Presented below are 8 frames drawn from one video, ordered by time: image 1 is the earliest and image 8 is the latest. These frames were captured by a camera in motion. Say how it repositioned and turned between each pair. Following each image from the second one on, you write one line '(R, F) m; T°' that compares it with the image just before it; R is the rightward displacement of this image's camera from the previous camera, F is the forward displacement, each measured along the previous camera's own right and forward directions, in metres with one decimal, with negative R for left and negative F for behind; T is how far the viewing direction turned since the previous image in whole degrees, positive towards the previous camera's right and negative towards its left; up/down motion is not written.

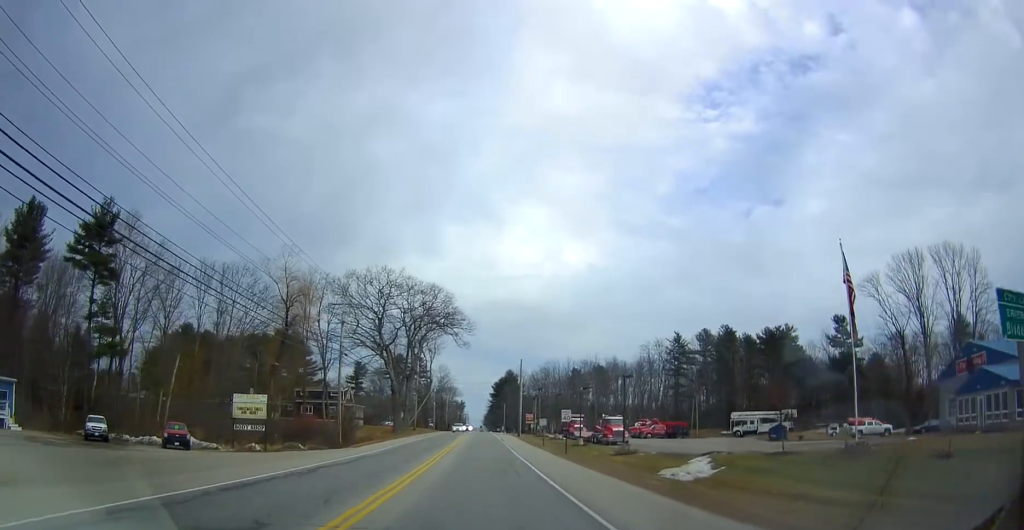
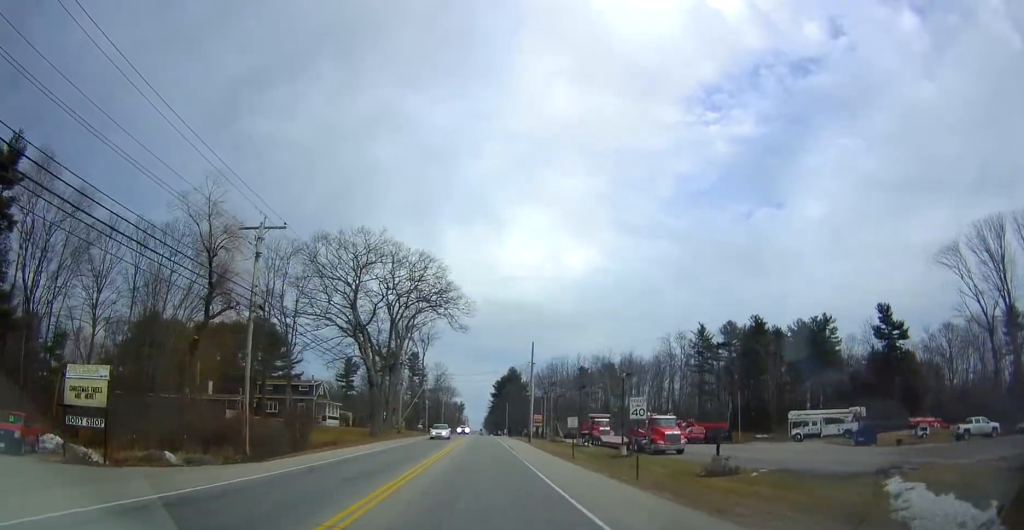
(+0.4, +18.0) m; -1°
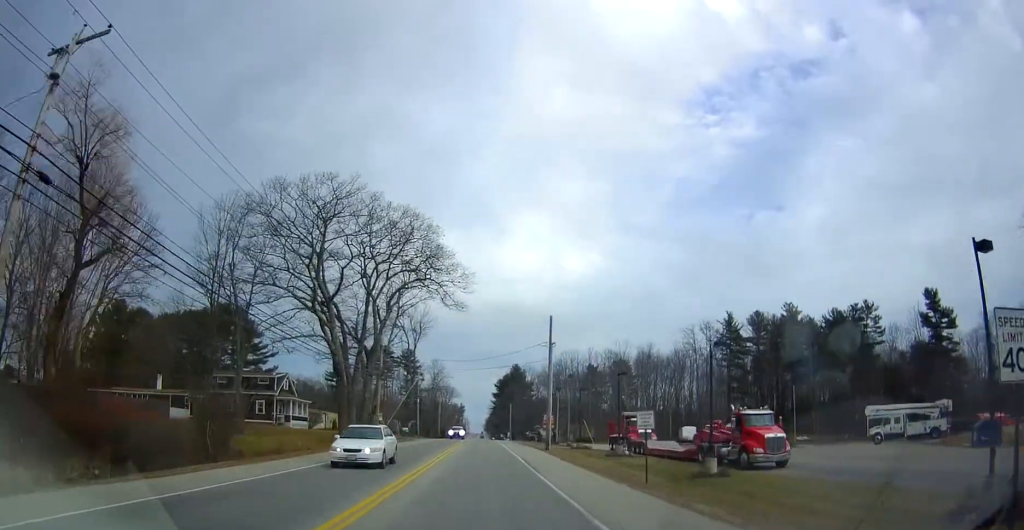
(-0.6, +16.4) m; -1°
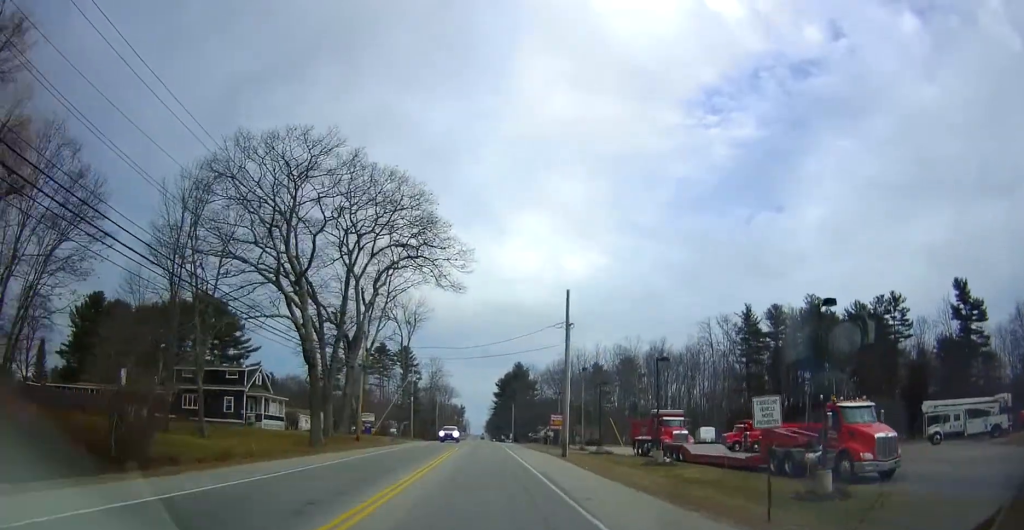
(-0.2, +9.1) m; 0°
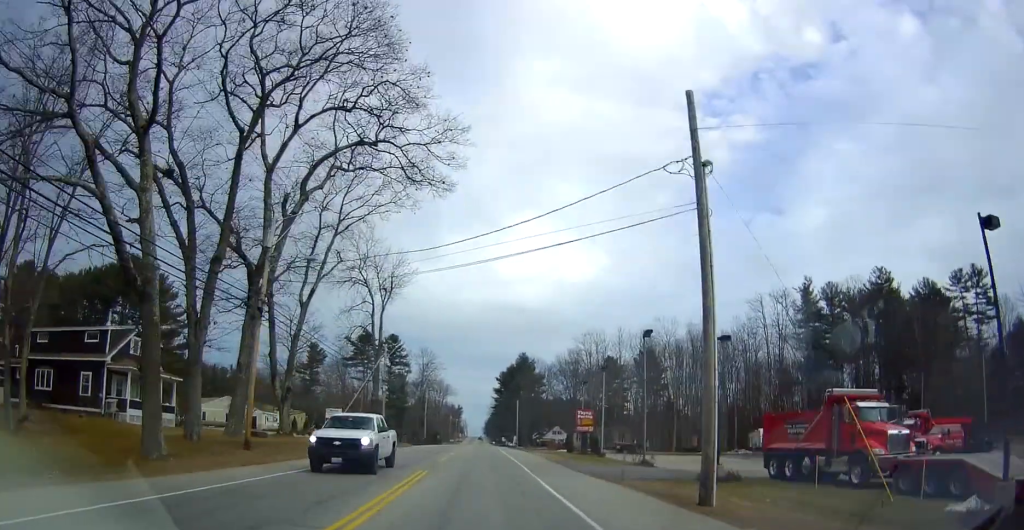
(+0.9, +23.9) m; +3°
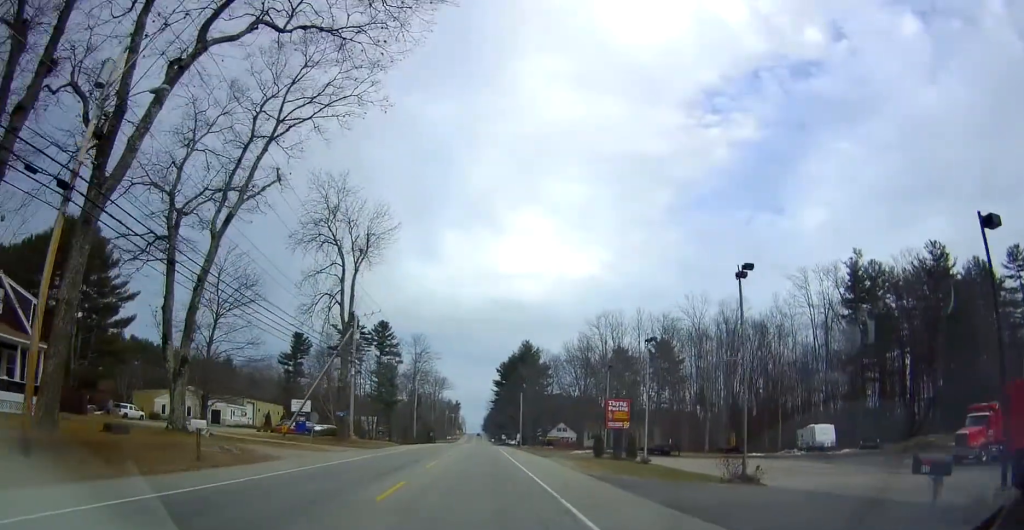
(+0.2, +14.8) m; 0°
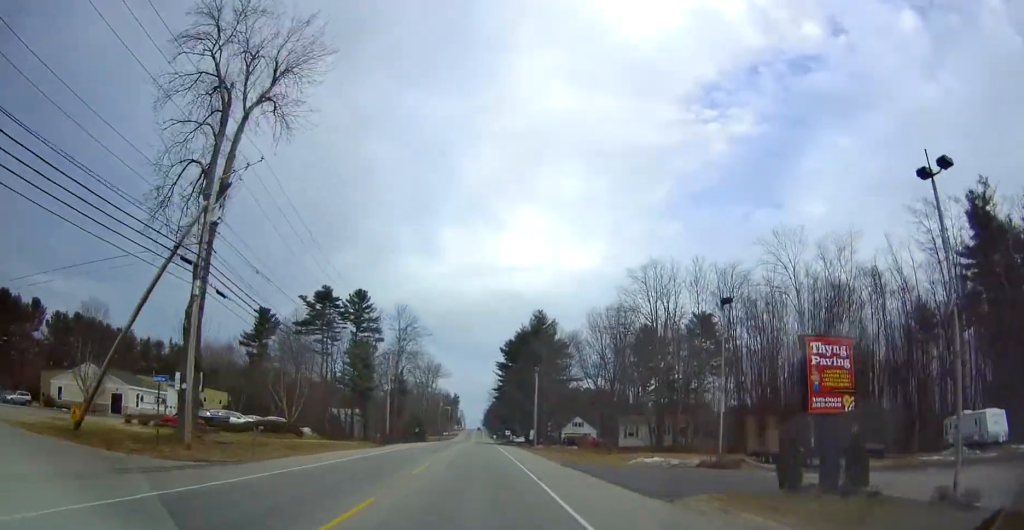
(-0.6, +27.8) m; 0°
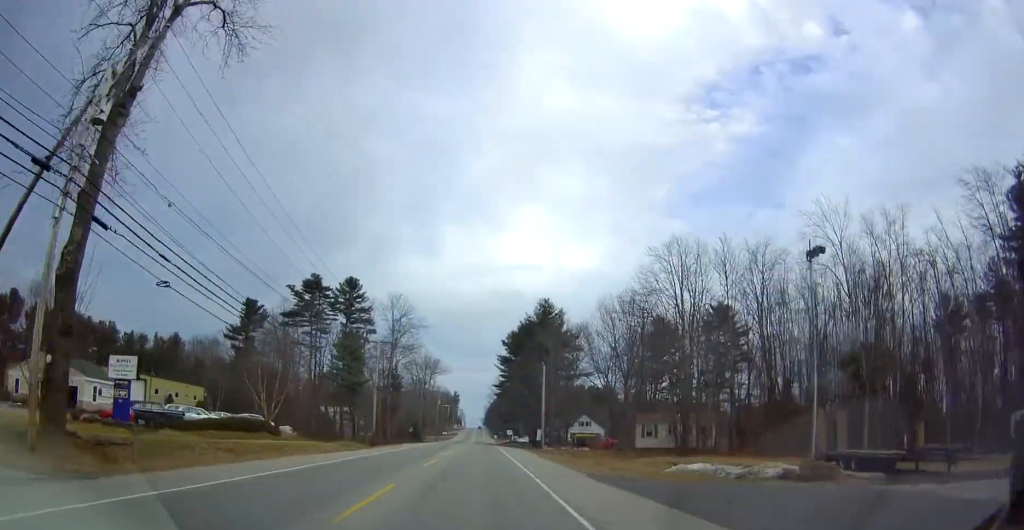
(0.0, +8.9) m; 0°
